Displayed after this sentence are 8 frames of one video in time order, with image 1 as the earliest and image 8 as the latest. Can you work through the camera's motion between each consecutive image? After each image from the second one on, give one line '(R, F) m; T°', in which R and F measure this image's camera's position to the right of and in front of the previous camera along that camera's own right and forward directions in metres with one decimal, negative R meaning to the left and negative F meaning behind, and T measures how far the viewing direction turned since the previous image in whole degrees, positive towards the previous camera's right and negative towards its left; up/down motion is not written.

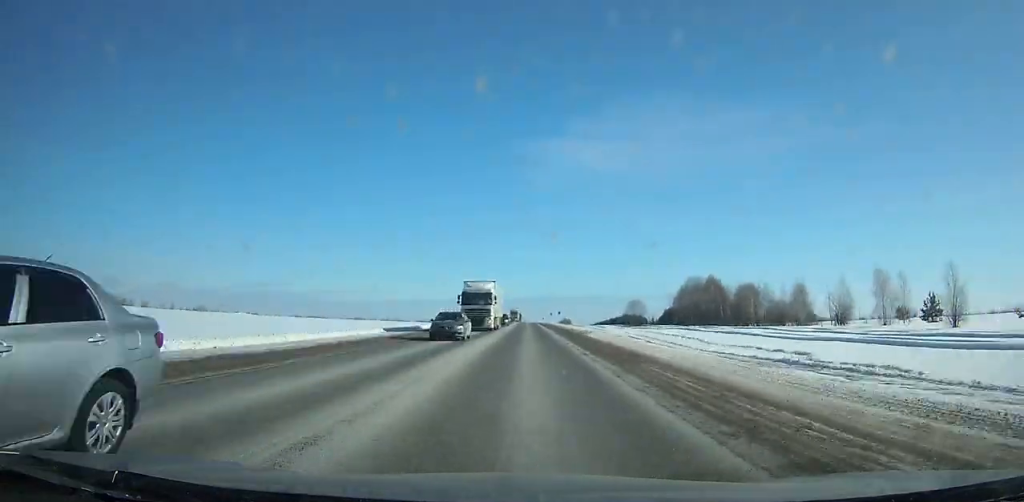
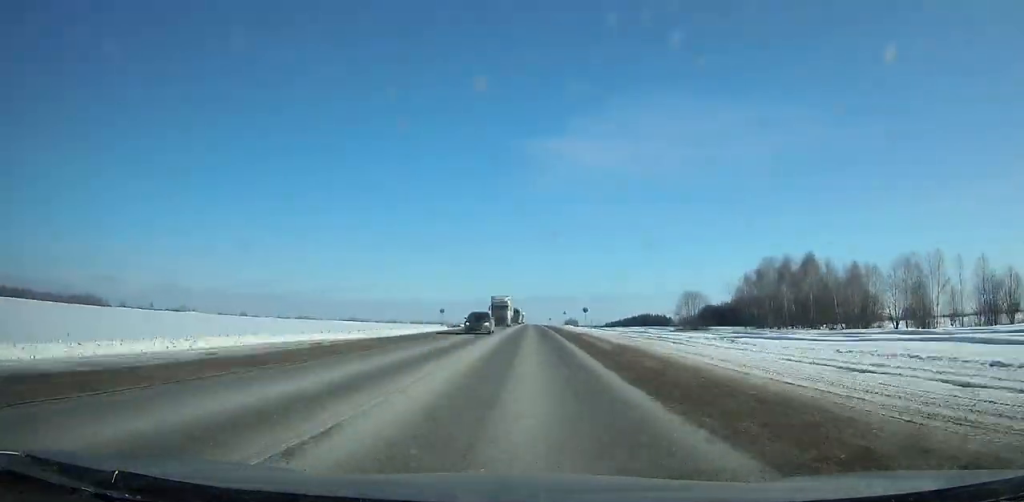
(+0.3, +56.9) m; 0°
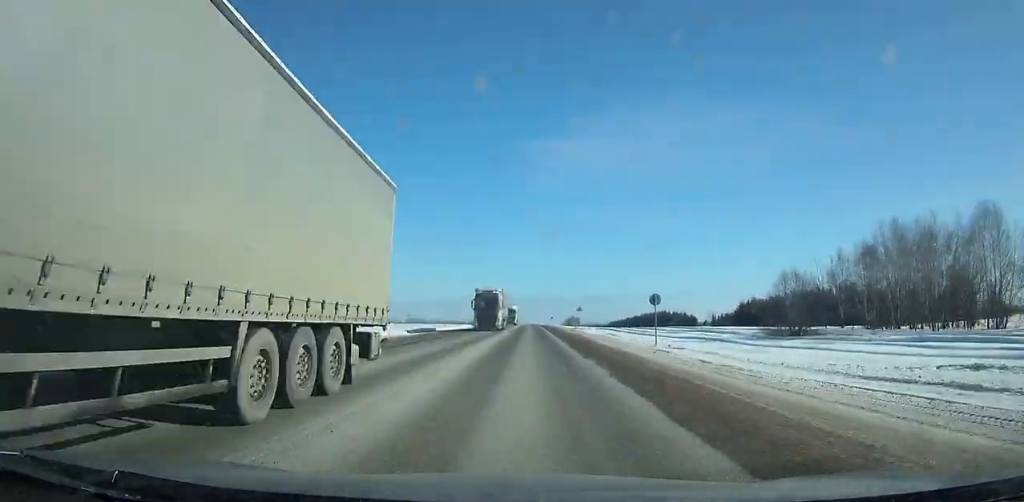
(0.0, +46.2) m; 0°
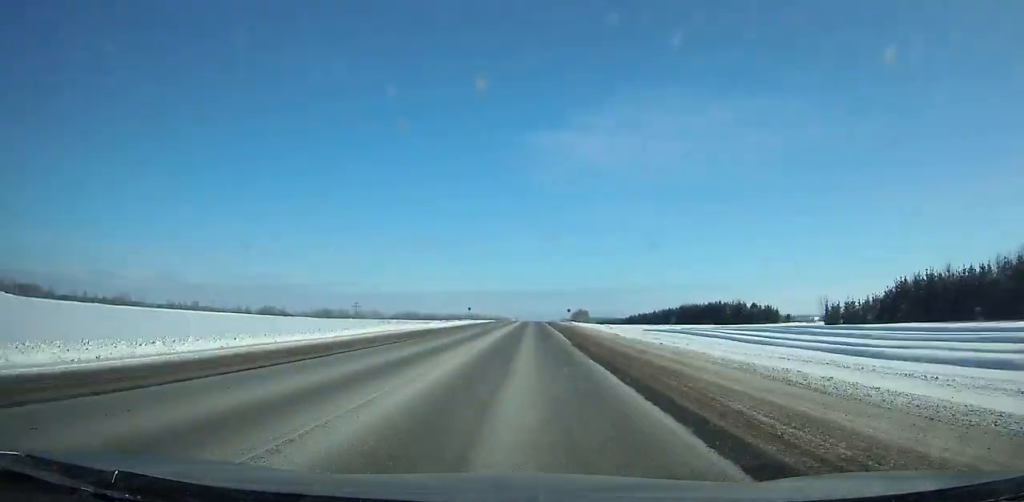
(-0.3, +84.6) m; 0°
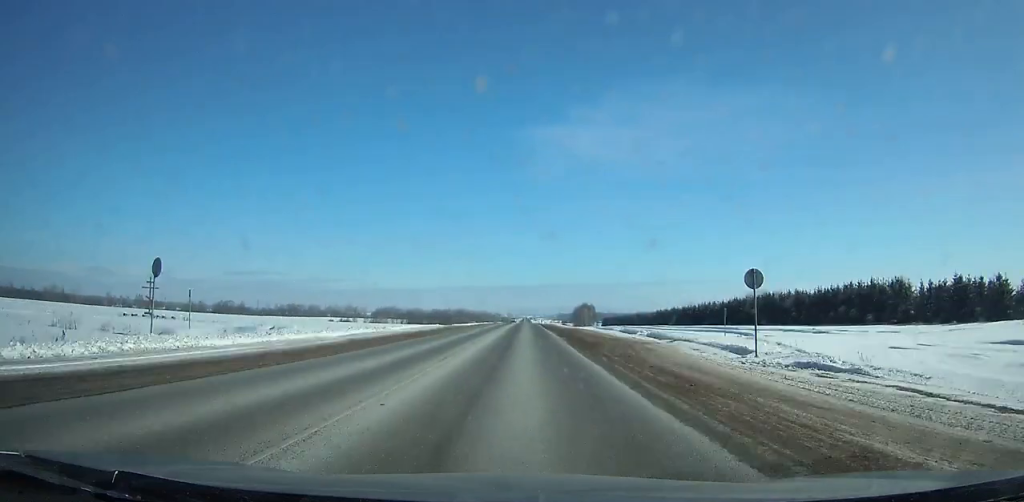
(+0.2, +104.3) m; 0°
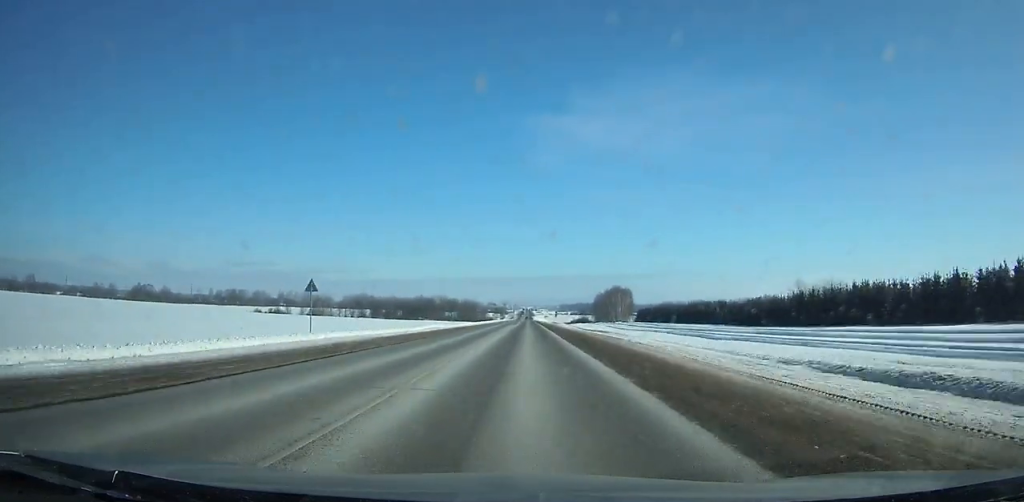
(0.0, +166.6) m; 0°
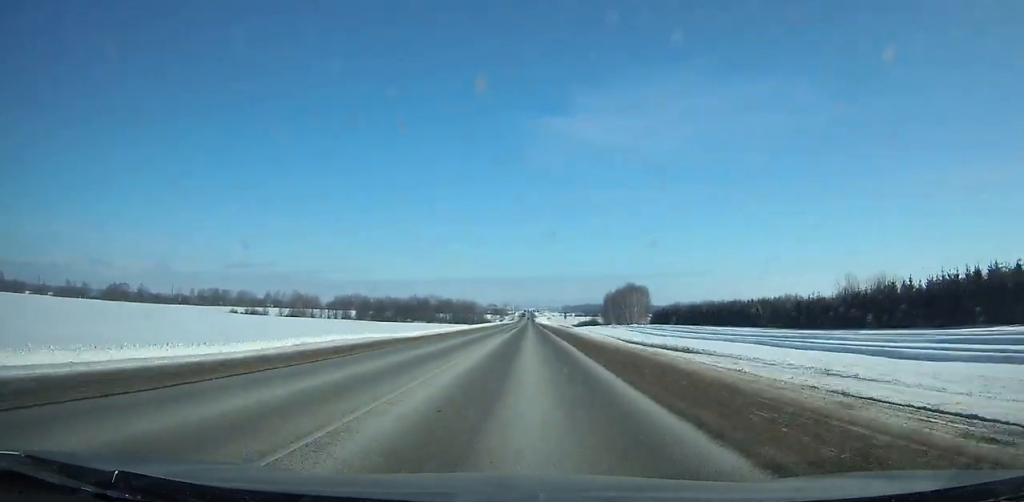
(0.0, +39.2) m; 0°
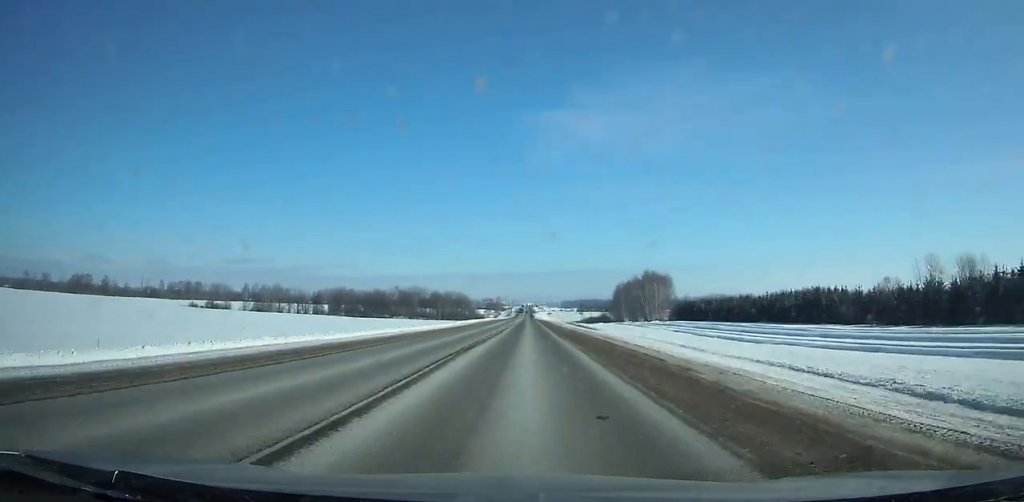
(-0.1, +47.9) m; 0°
